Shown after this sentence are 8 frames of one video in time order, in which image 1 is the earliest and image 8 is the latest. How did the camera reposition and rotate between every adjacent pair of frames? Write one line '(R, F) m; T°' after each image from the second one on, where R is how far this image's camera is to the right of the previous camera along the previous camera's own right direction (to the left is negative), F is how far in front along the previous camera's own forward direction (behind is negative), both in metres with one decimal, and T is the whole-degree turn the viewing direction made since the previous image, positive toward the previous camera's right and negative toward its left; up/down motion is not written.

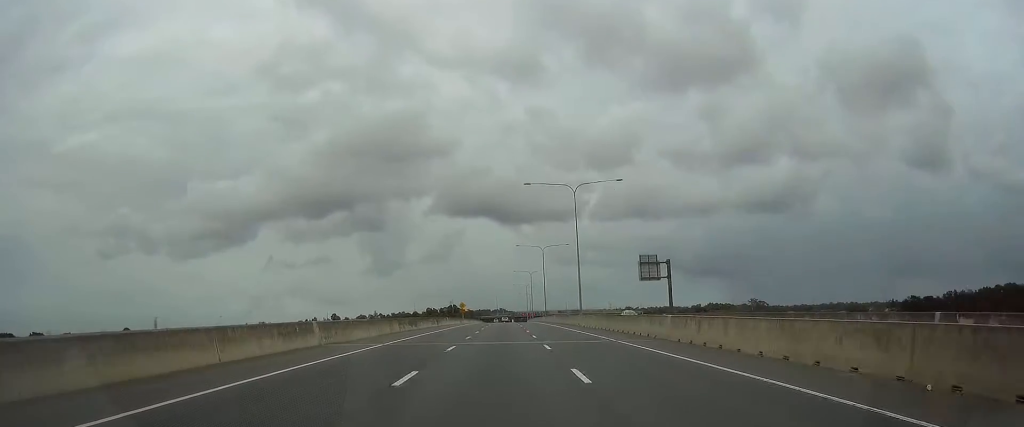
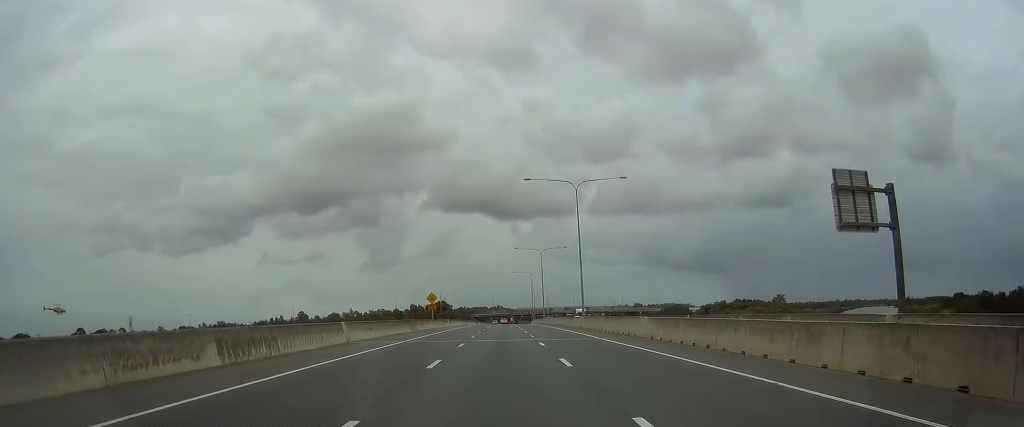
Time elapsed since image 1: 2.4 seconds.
(0.0, +67.3) m; 0°
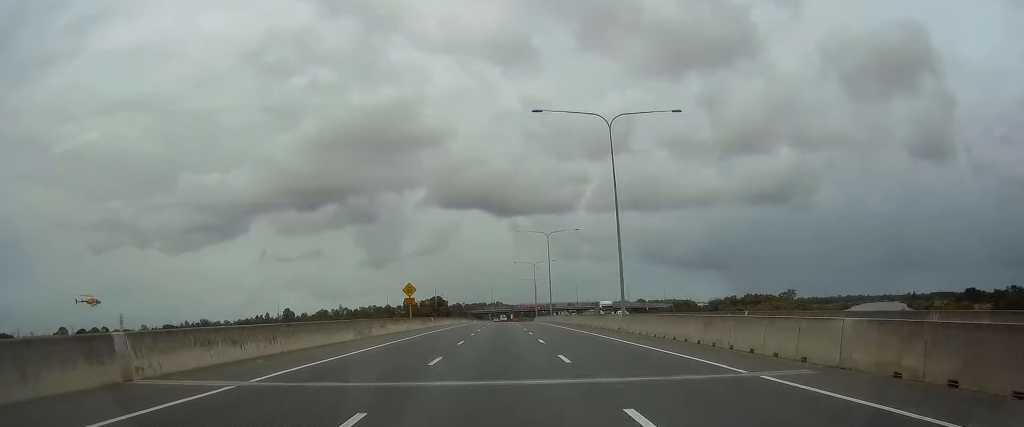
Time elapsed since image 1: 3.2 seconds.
(+0.1, +23.4) m; 0°
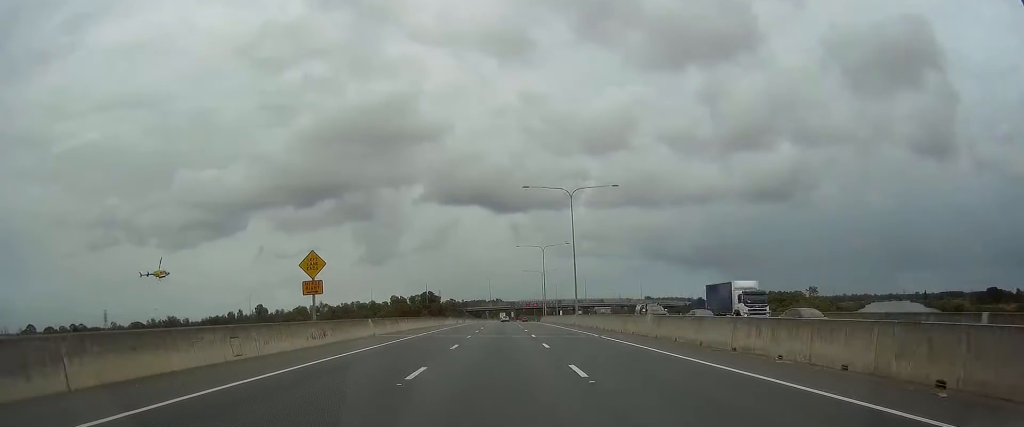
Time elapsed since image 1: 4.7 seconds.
(0.0, +40.3) m; 0°
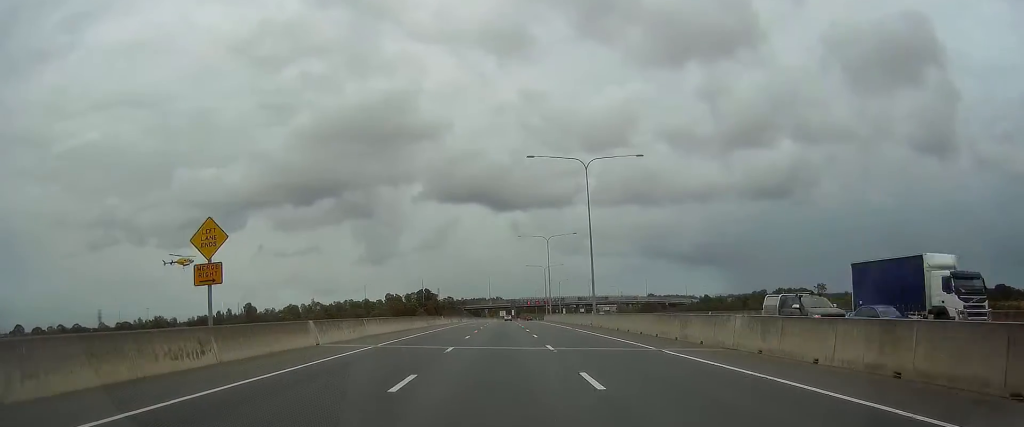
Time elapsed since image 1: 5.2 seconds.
(0.0, +14.1) m; 0°
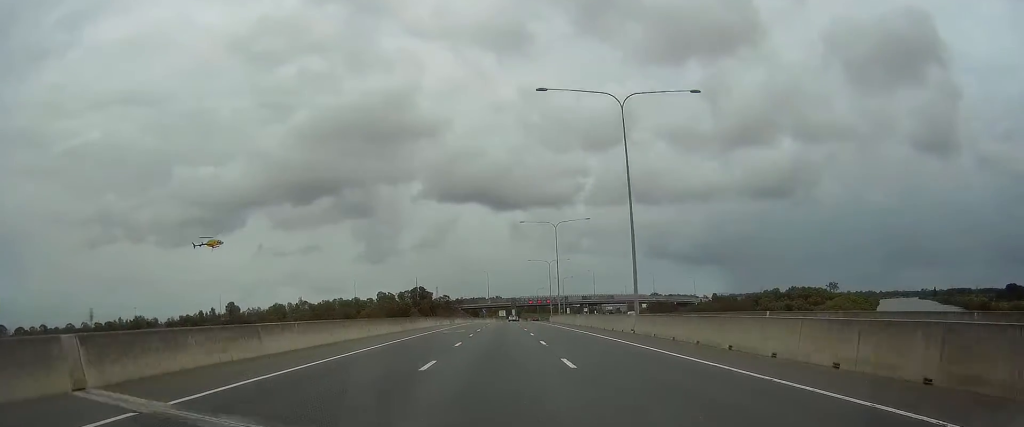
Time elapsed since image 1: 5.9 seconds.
(-0.1, +19.7) m; 0°
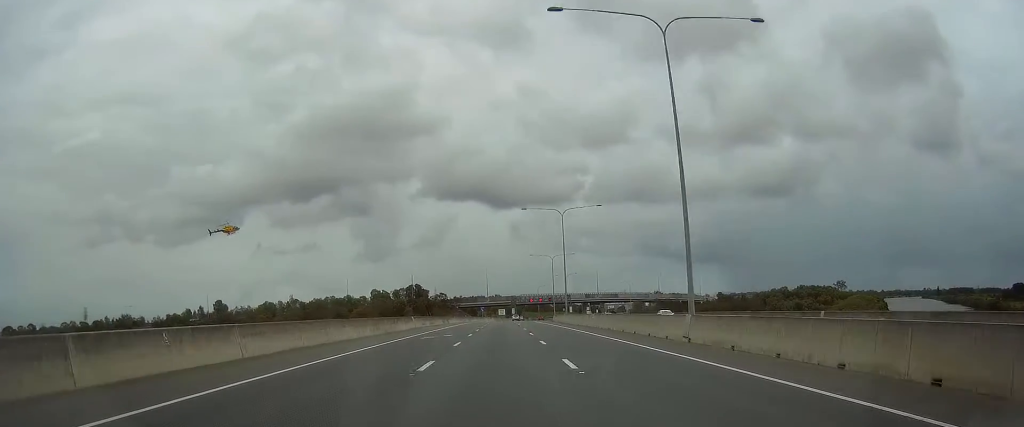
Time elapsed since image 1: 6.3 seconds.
(0.0, +12.2) m; 0°
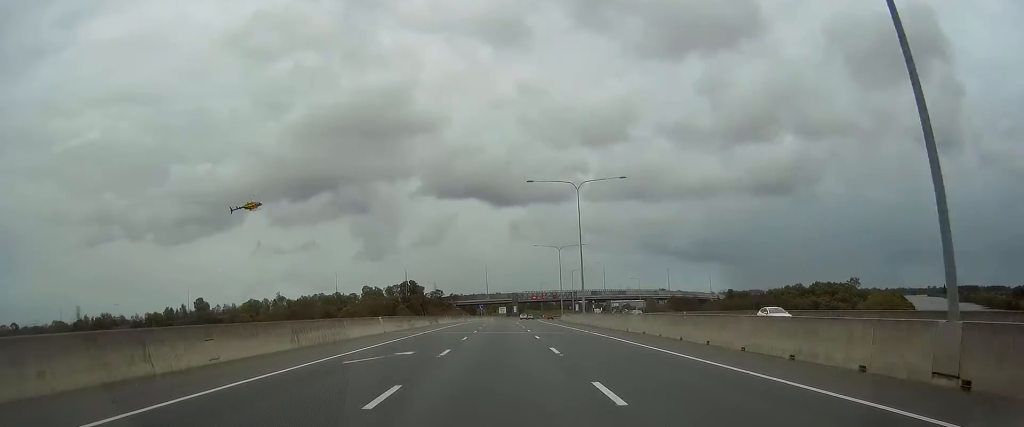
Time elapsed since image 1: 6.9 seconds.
(+0.1, +17.8) m; 0°
